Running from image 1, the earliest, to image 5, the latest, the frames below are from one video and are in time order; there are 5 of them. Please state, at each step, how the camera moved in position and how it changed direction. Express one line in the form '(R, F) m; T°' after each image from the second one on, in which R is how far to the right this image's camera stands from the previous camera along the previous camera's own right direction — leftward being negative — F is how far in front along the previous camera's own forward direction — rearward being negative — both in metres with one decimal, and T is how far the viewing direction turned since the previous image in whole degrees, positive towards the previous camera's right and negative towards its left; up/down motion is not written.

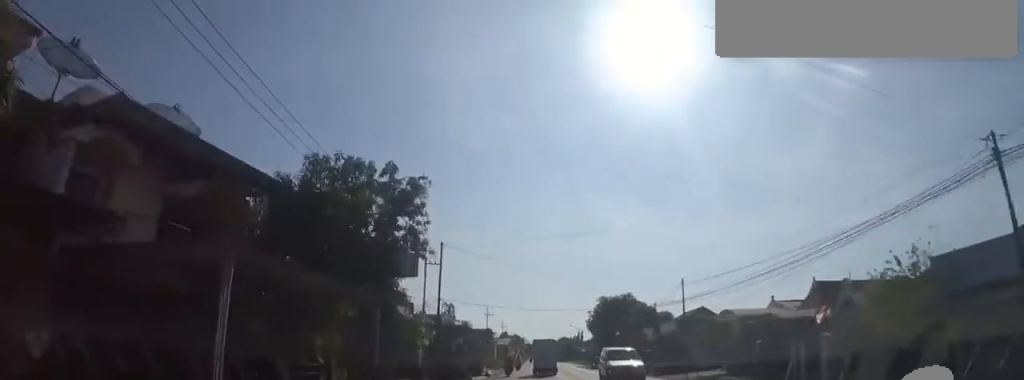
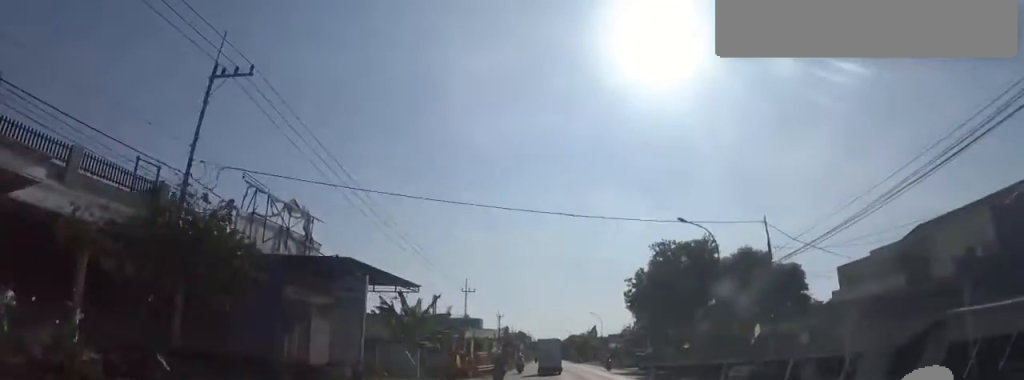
(0.0, +34.1) m; 0°
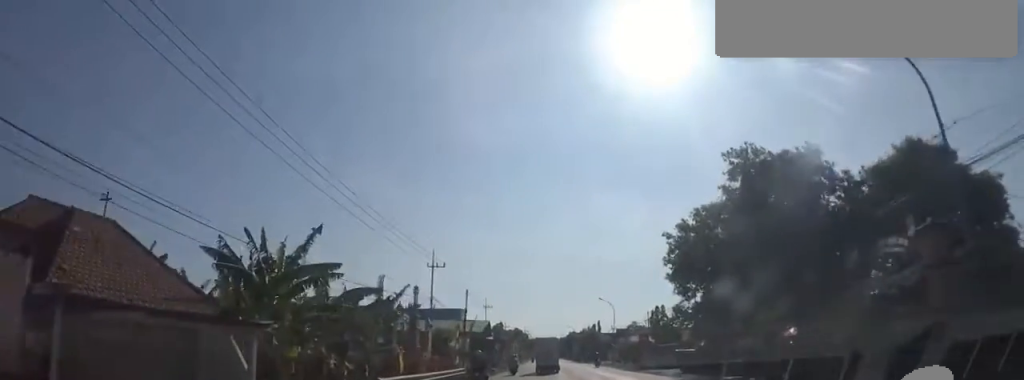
(0.0, +17.7) m; +3°
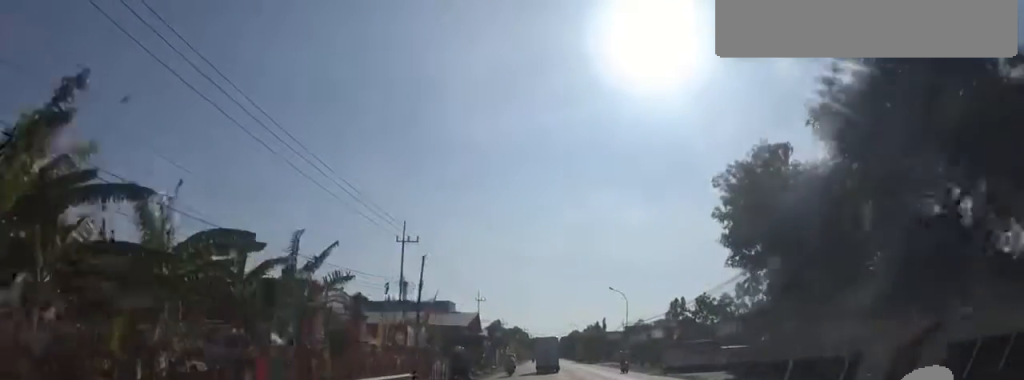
(+0.2, +10.0) m; +2°
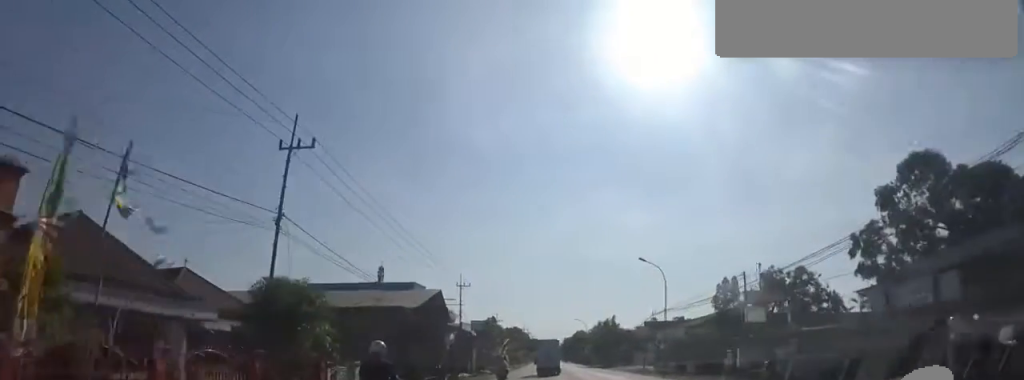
(+0.6, +17.5) m; -1°
